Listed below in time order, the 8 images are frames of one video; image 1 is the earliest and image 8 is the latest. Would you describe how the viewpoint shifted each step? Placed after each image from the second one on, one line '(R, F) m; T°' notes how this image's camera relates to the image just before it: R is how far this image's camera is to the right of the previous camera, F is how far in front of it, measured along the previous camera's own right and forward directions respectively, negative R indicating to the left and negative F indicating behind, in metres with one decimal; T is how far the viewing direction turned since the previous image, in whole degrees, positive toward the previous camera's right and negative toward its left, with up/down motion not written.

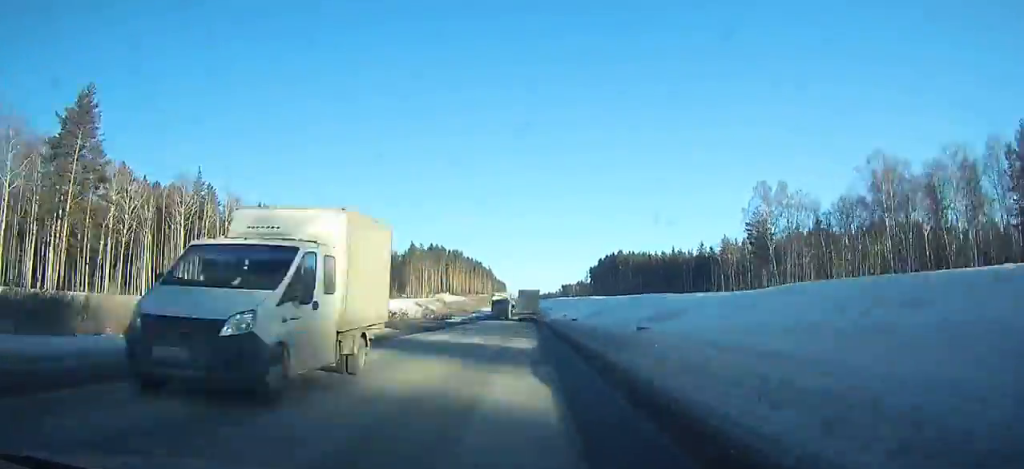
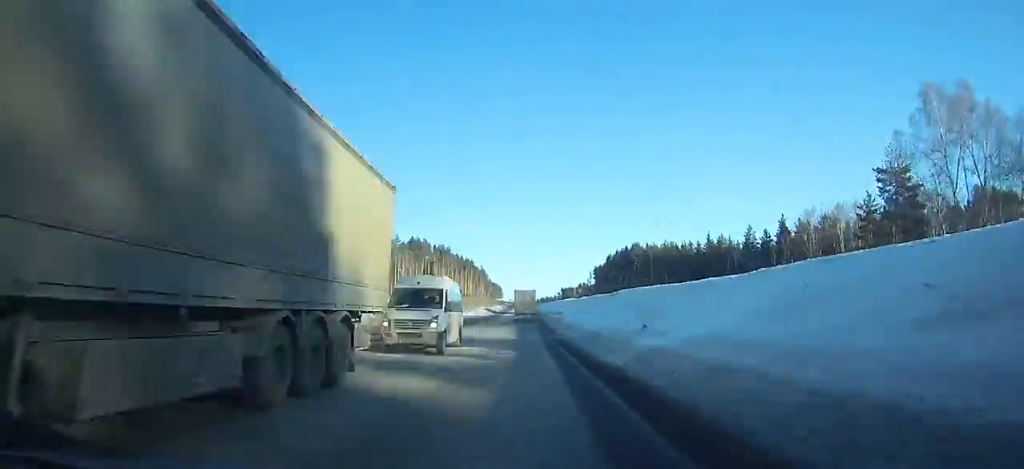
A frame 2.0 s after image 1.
(-0.1, +46.3) m; 0°
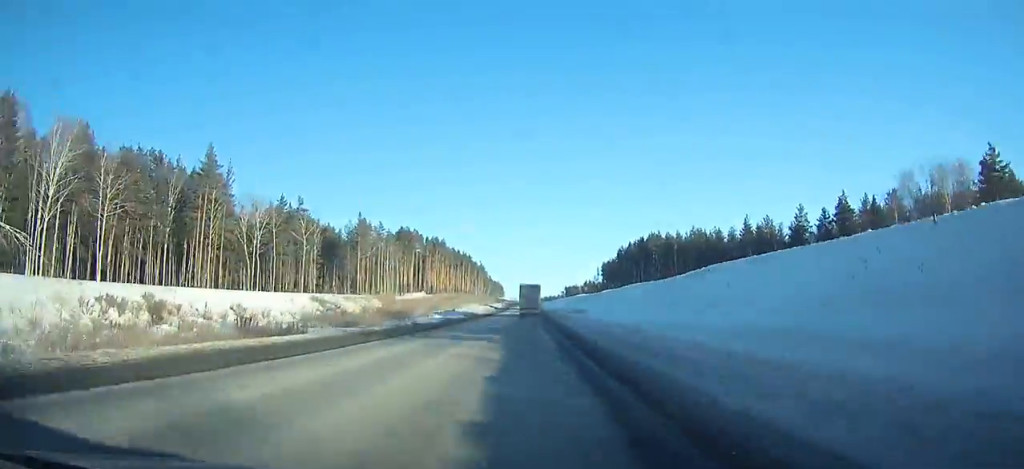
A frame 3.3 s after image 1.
(0.0, +30.0) m; 0°
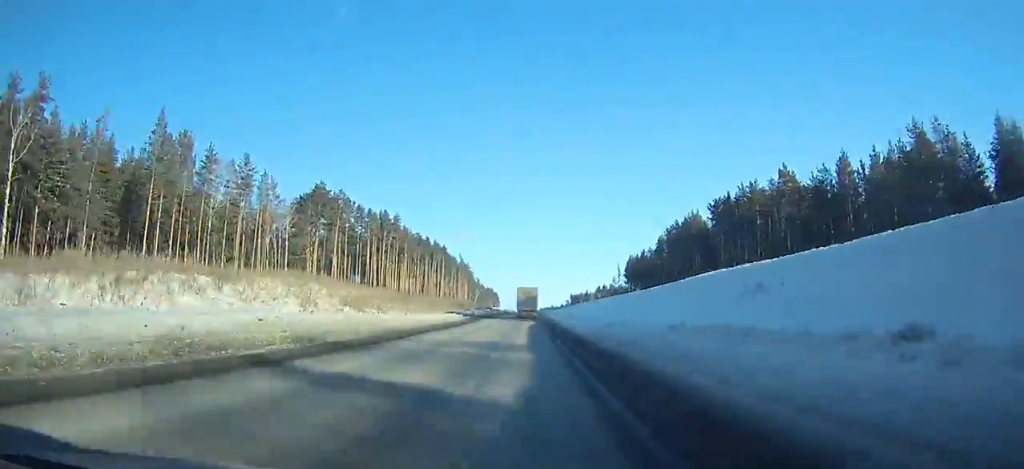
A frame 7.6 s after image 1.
(0.0, +98.9) m; 0°
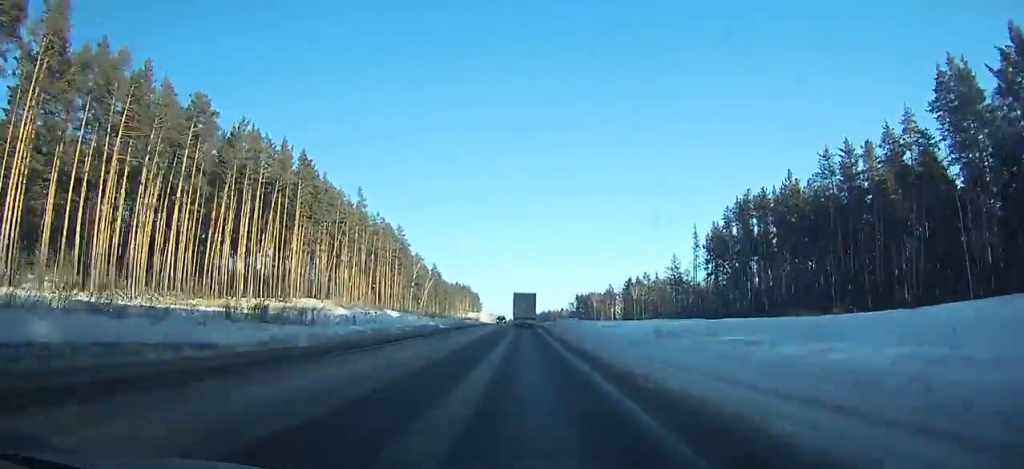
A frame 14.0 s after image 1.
(+1.4, +148.9) m; +1°
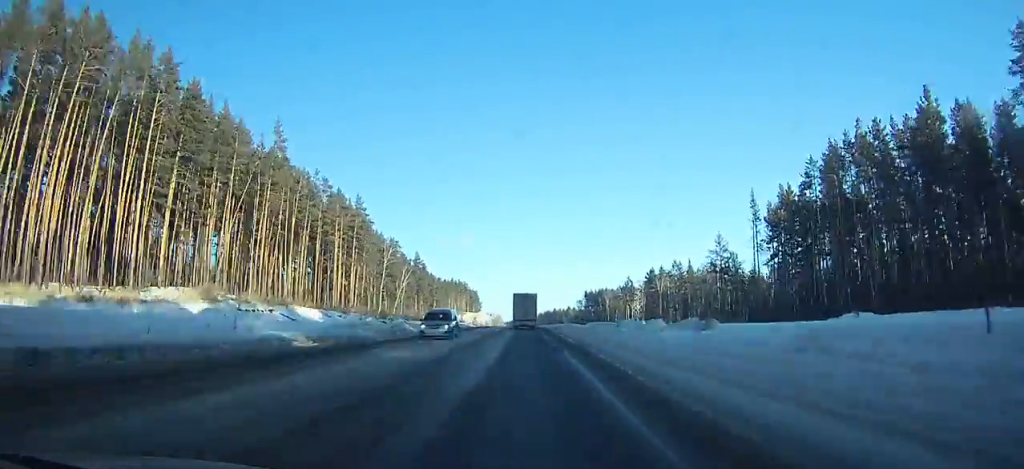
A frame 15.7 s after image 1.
(0.0, +40.0) m; 0°
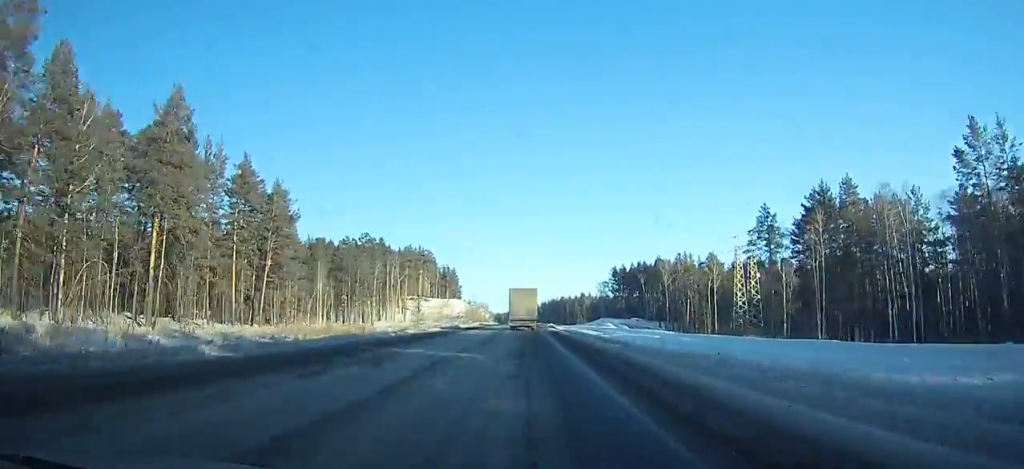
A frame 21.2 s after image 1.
(-0.2, +128.4) m; 0°
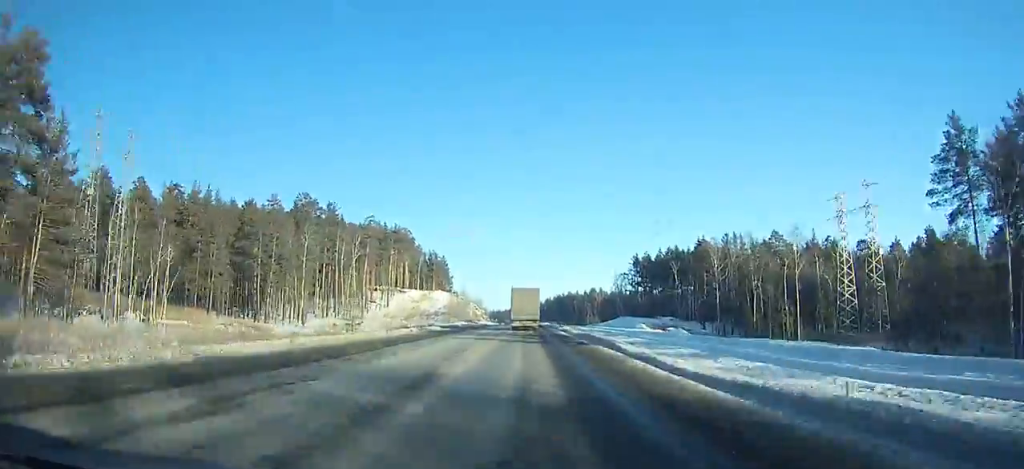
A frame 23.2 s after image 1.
(-0.1, +46.1) m; 0°
